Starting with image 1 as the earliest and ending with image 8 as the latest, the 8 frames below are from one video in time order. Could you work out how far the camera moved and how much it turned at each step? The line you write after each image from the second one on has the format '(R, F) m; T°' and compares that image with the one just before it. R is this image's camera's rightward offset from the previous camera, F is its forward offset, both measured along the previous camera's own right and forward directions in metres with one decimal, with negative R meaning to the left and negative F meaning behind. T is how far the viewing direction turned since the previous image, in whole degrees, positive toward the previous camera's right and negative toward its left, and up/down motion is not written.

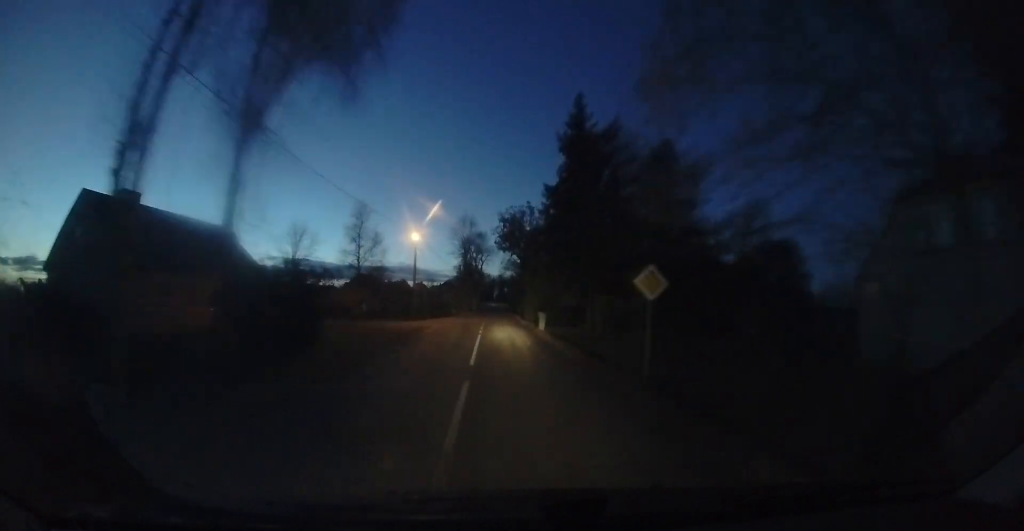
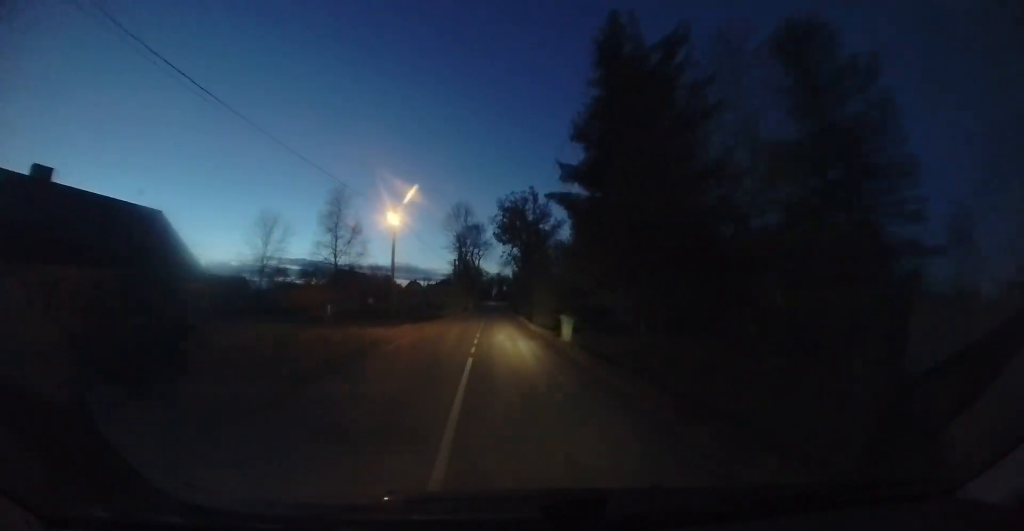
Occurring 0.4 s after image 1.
(0.0, +6.5) m; +1°
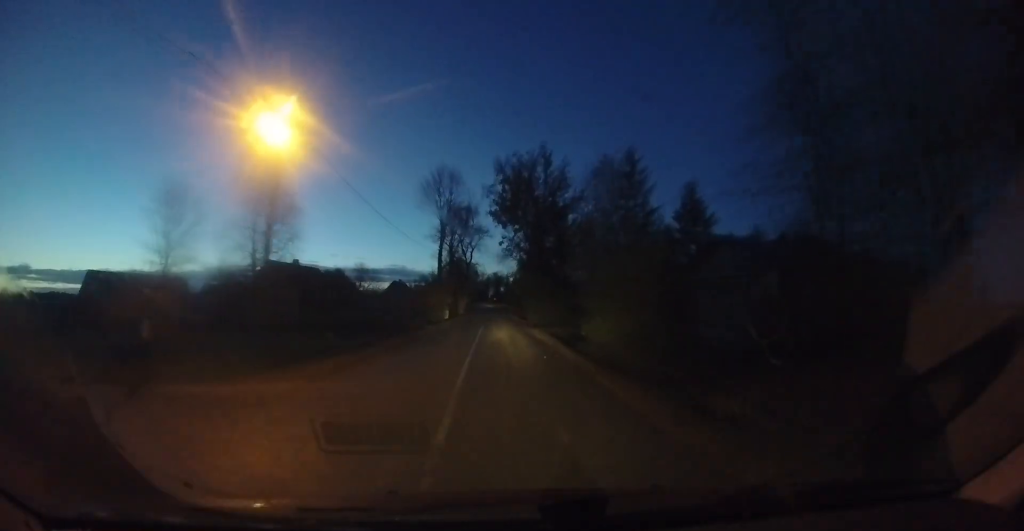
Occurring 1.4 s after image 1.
(+0.1, +13.8) m; +2°
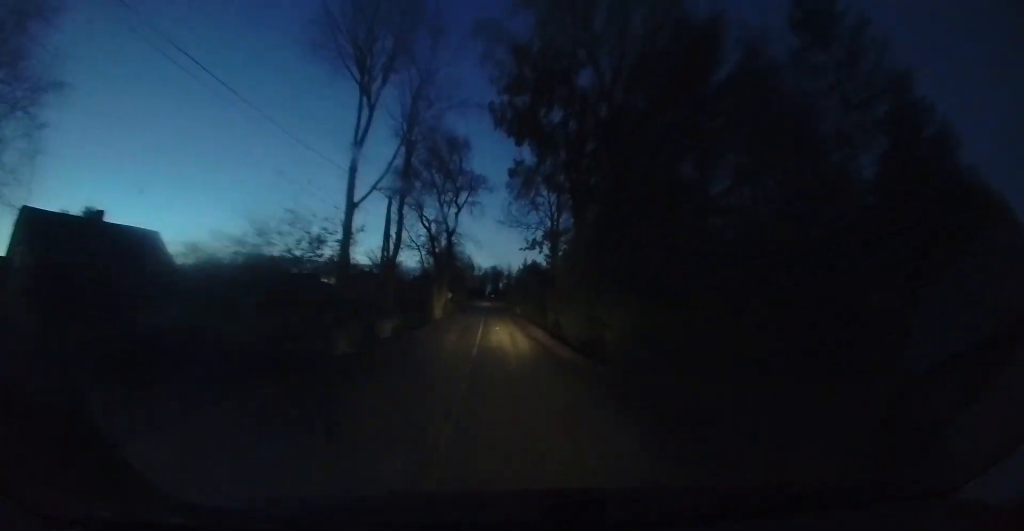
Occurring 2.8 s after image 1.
(+0.4, +21.1) m; 0°
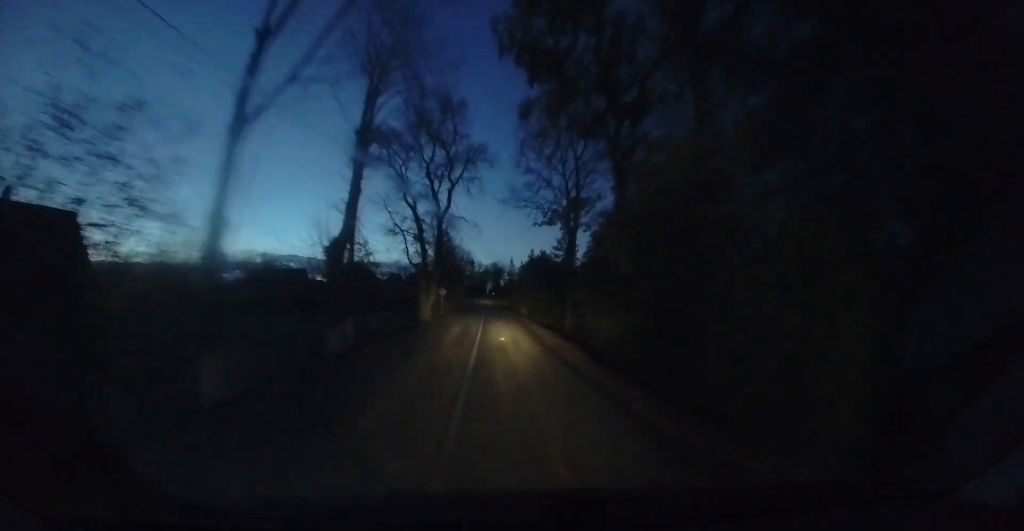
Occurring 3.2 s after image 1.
(0.0, +5.9) m; -1°
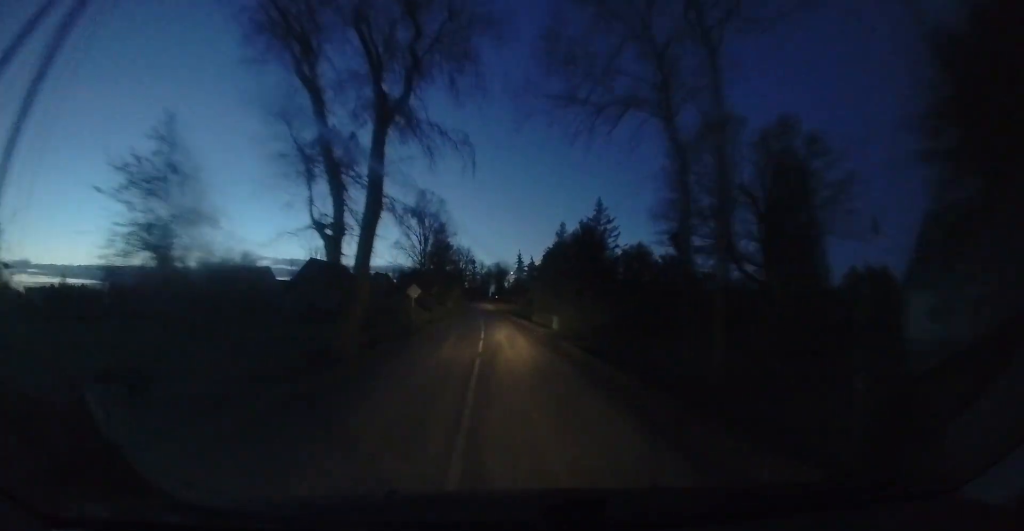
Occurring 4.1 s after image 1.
(-0.3, +14.1) m; -2°
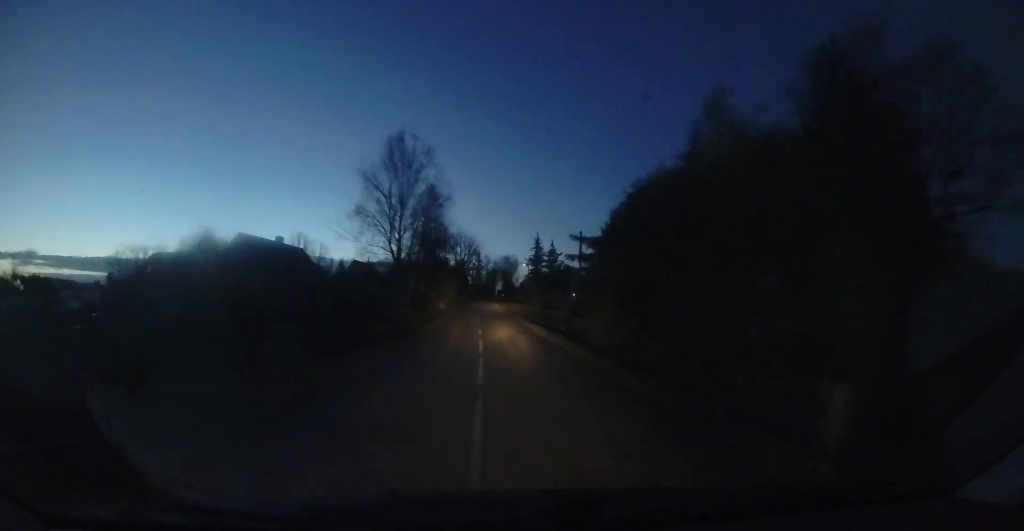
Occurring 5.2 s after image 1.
(-0.1, +15.8) m; -1°
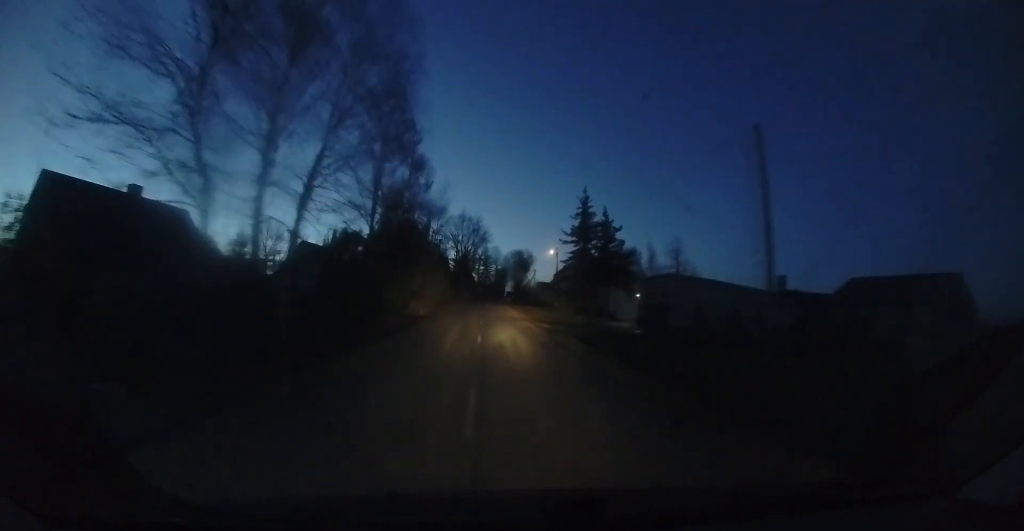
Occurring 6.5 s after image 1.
(-0.1, +20.2) m; 0°
